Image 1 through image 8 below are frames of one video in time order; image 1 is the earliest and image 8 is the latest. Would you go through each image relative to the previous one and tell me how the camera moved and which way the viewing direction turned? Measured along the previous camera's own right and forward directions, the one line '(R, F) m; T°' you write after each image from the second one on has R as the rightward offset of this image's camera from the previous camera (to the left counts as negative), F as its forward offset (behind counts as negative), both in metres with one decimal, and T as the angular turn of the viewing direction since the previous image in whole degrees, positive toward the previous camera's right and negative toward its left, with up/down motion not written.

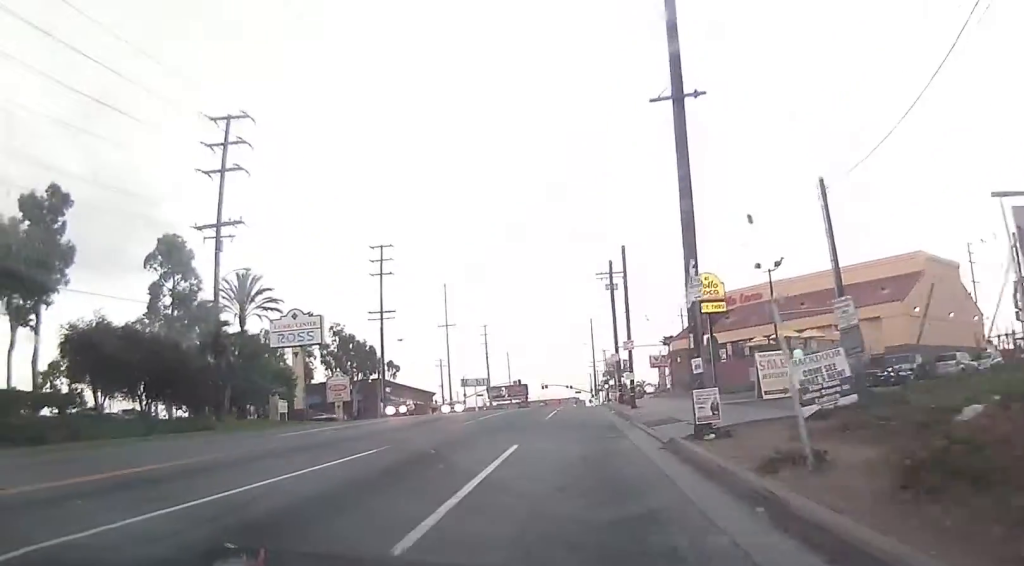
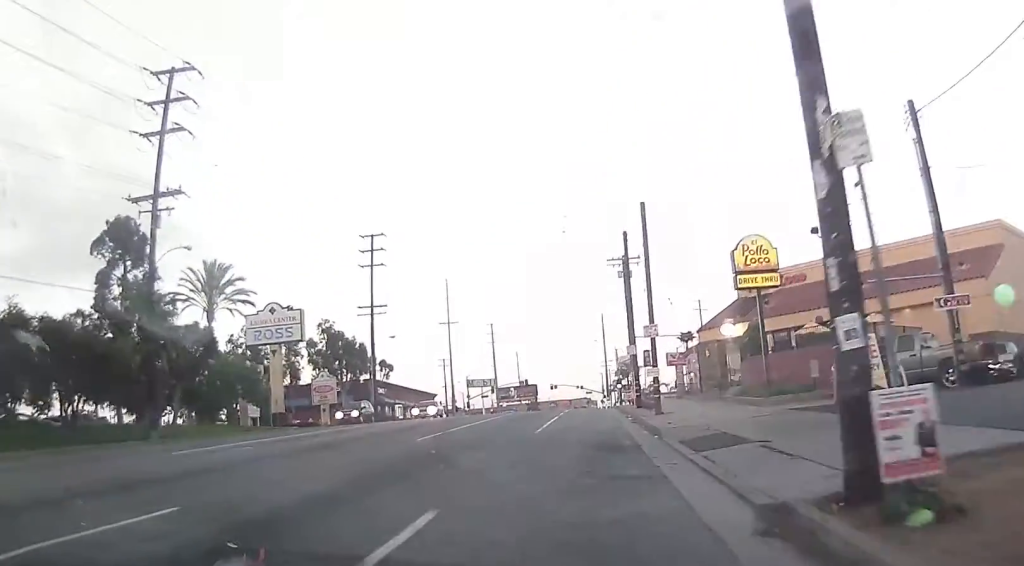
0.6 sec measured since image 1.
(+0.1, +9.4) m; -1°
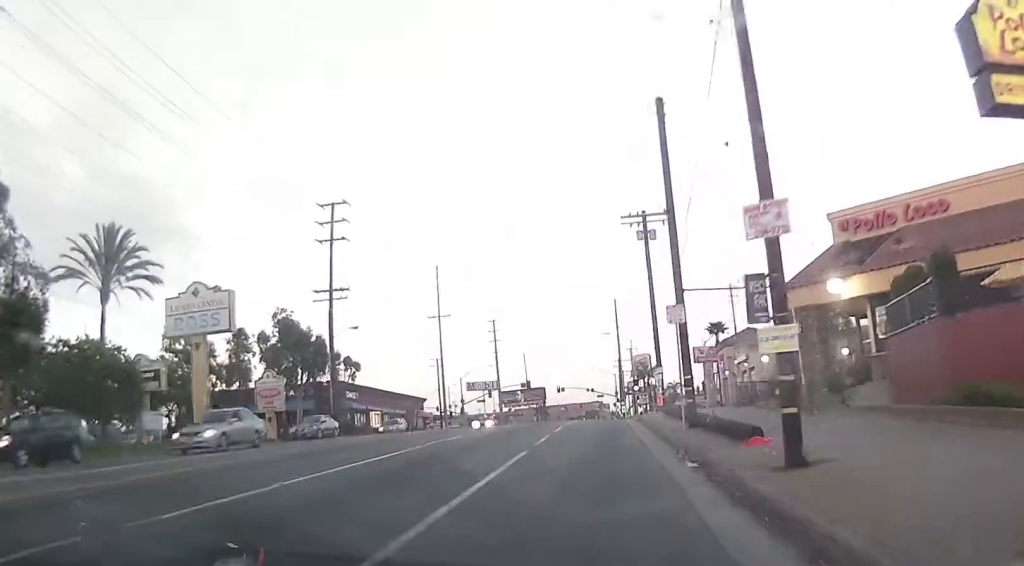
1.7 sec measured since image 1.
(-0.6, +18.6) m; -2°
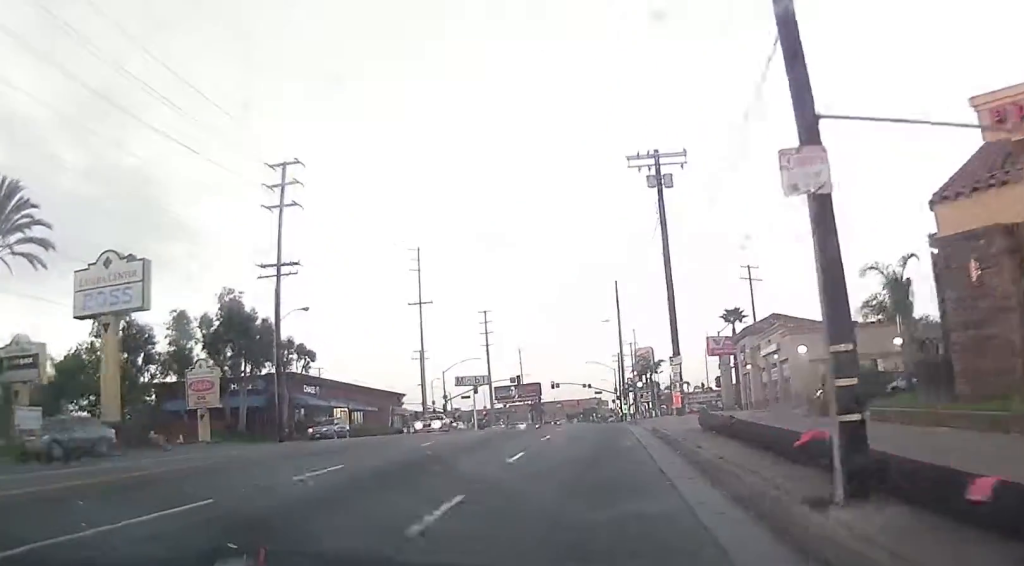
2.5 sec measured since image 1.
(0.0, +12.8) m; -2°
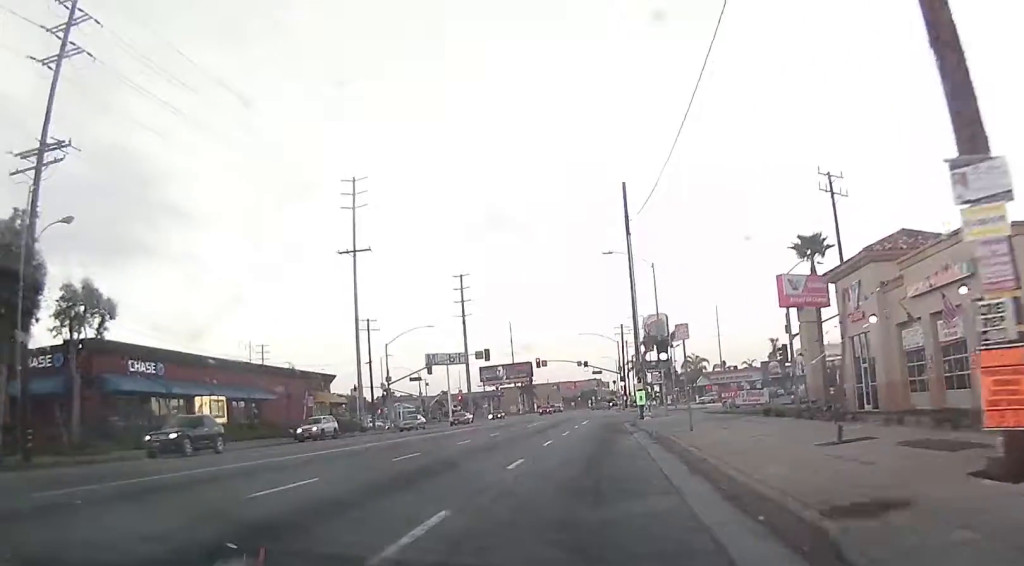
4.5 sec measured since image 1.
(-0.2, +31.5) m; +1°
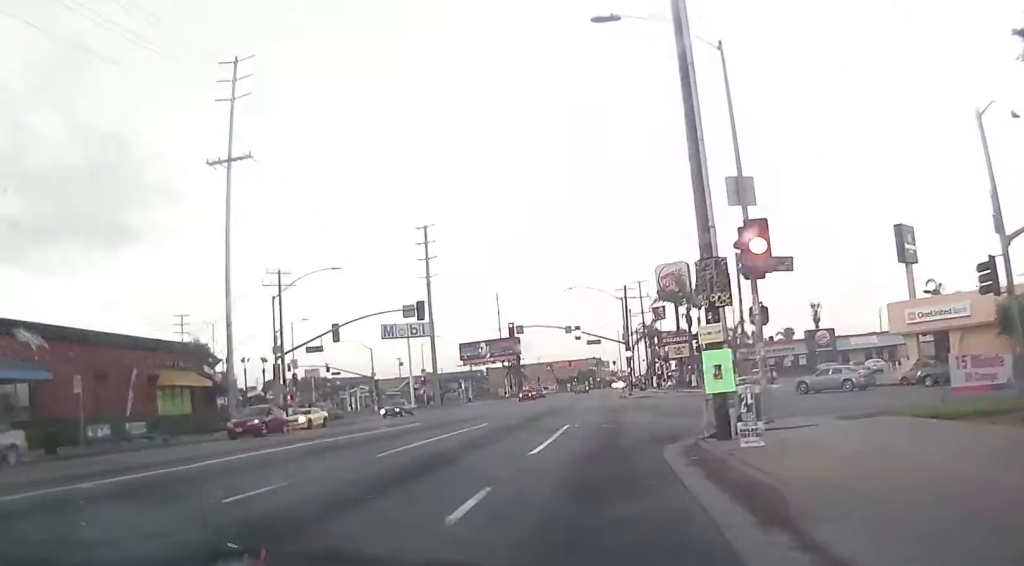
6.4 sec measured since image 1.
(+0.3, +30.4) m; +1°
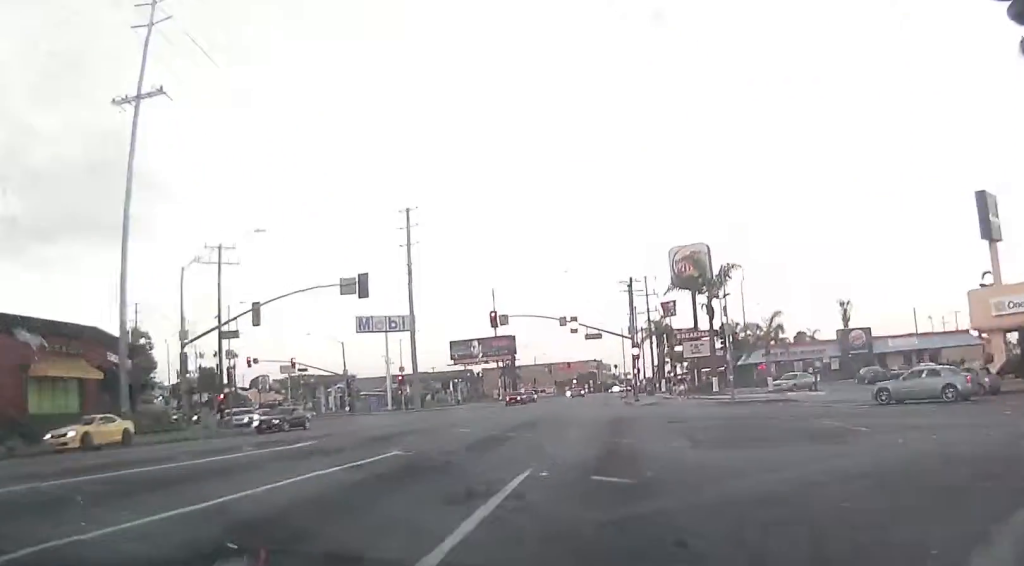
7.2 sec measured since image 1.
(0.0, +13.9) m; 0°
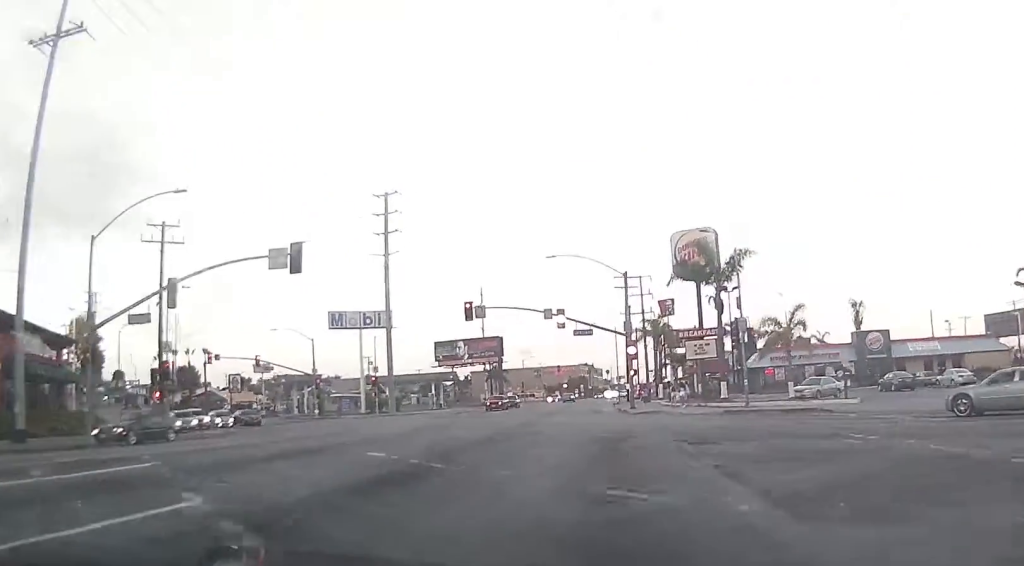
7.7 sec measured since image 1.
(0.0, +8.4) m; 0°
